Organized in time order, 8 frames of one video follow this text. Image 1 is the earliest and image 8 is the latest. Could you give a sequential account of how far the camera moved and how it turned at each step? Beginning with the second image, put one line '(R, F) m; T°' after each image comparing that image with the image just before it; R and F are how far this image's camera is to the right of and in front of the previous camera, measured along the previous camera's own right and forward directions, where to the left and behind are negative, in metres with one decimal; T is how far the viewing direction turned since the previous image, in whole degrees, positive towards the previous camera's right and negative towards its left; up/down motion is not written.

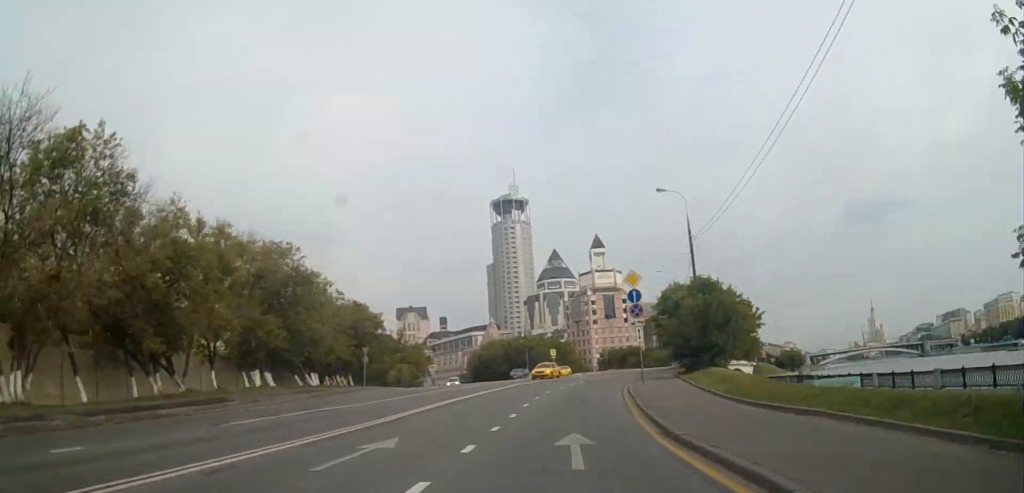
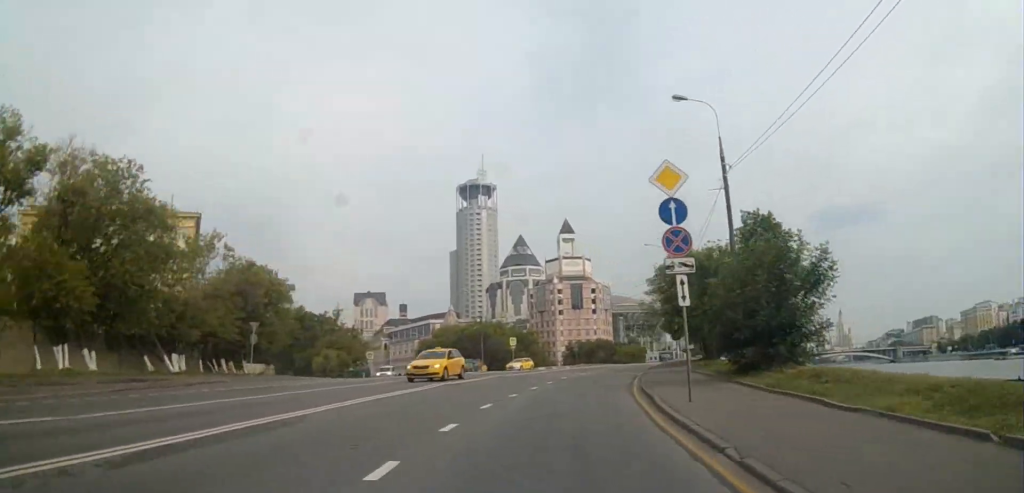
(0.0, +15.2) m; 0°
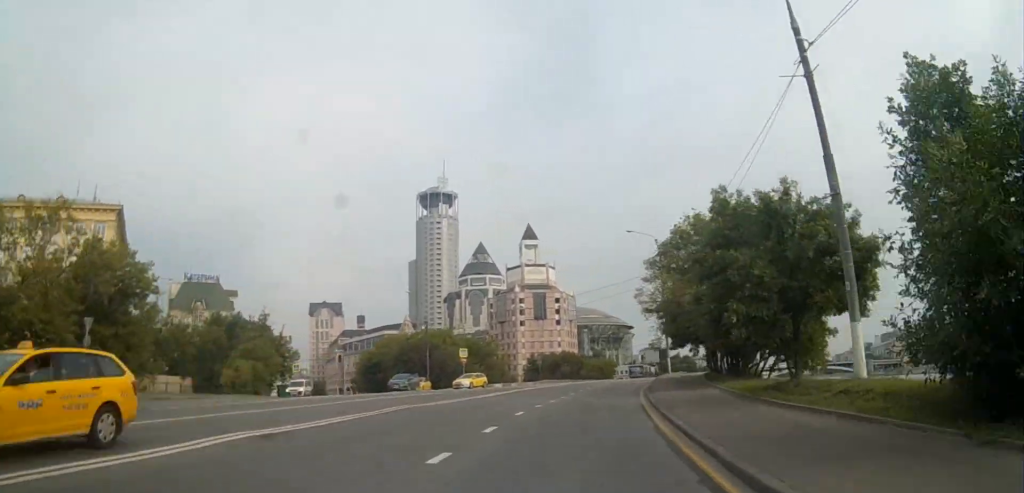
(0.0, +13.1) m; +2°
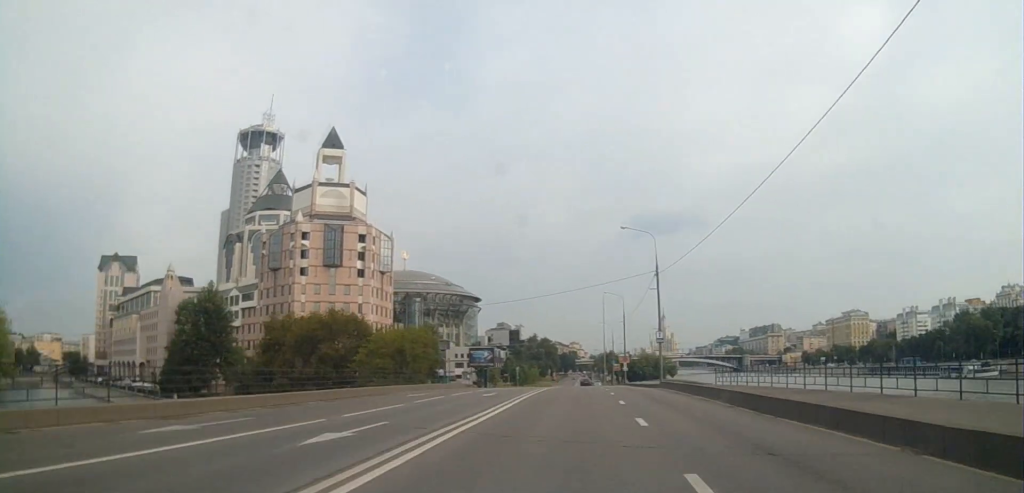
(+11.6, +70.2) m; +18°
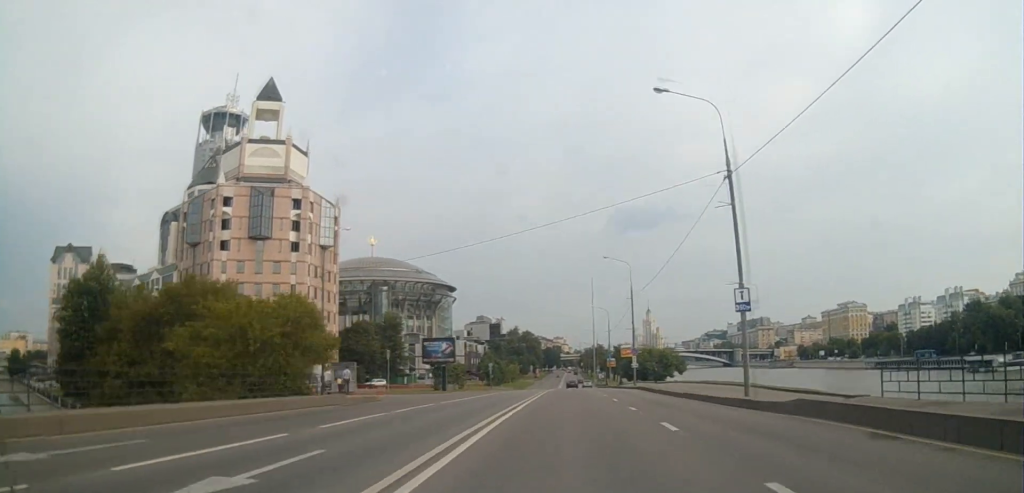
(+0.6, +24.3) m; +1°
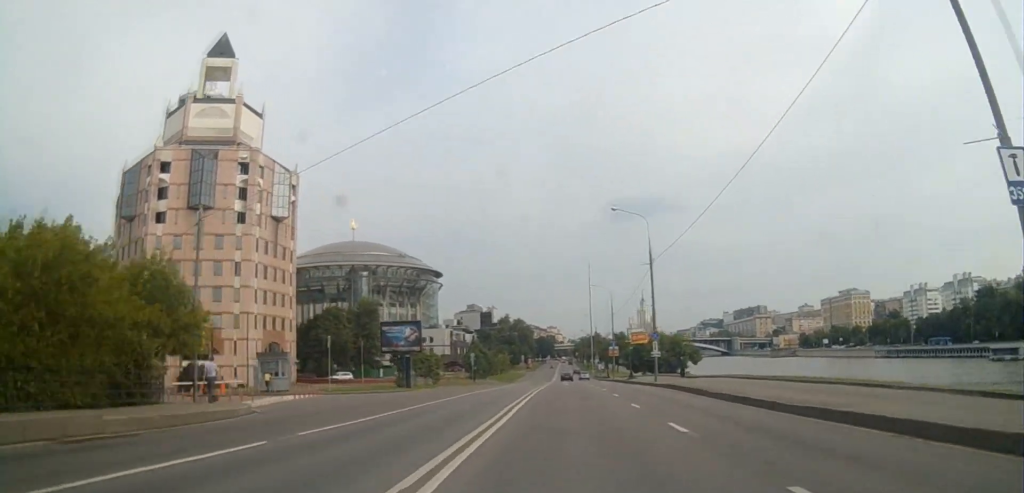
(0.0, +15.4) m; 0°
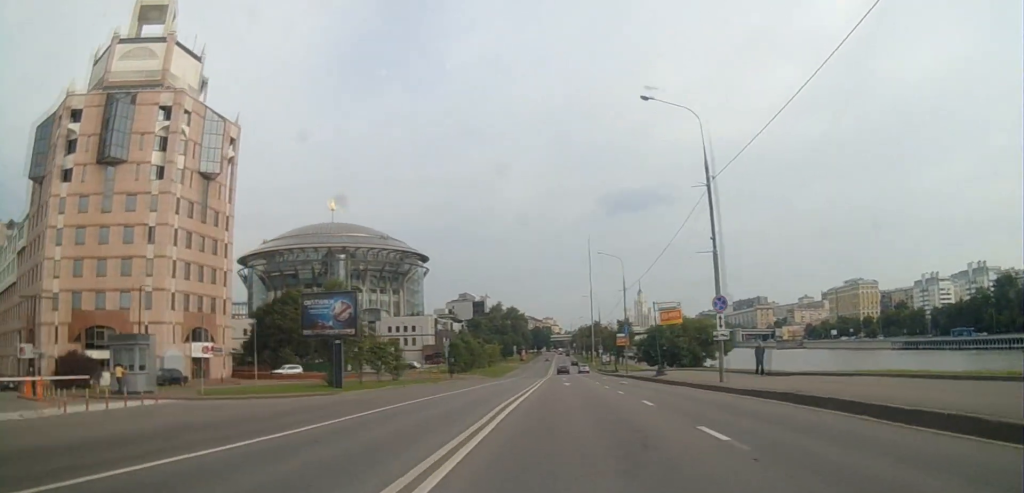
(0.0, +18.2) m; 0°
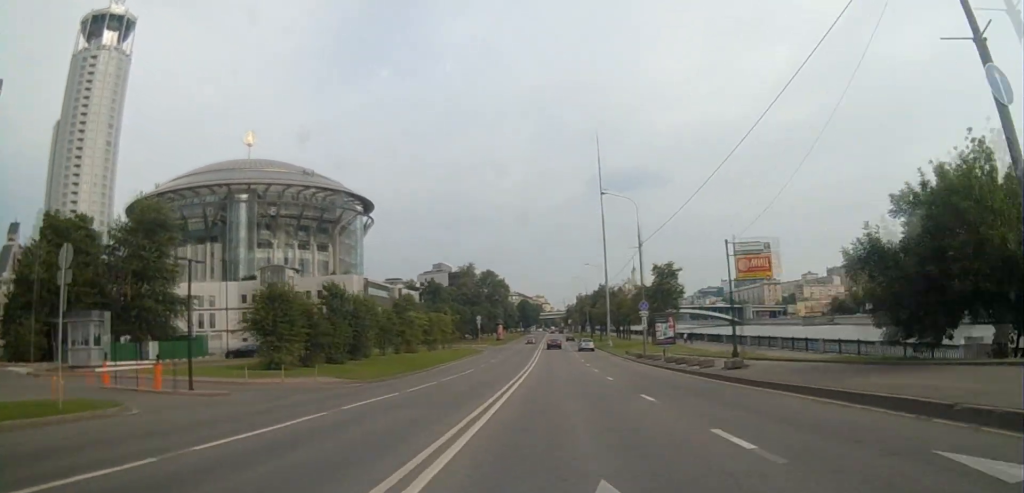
(+0.5, +56.7) m; +2°
